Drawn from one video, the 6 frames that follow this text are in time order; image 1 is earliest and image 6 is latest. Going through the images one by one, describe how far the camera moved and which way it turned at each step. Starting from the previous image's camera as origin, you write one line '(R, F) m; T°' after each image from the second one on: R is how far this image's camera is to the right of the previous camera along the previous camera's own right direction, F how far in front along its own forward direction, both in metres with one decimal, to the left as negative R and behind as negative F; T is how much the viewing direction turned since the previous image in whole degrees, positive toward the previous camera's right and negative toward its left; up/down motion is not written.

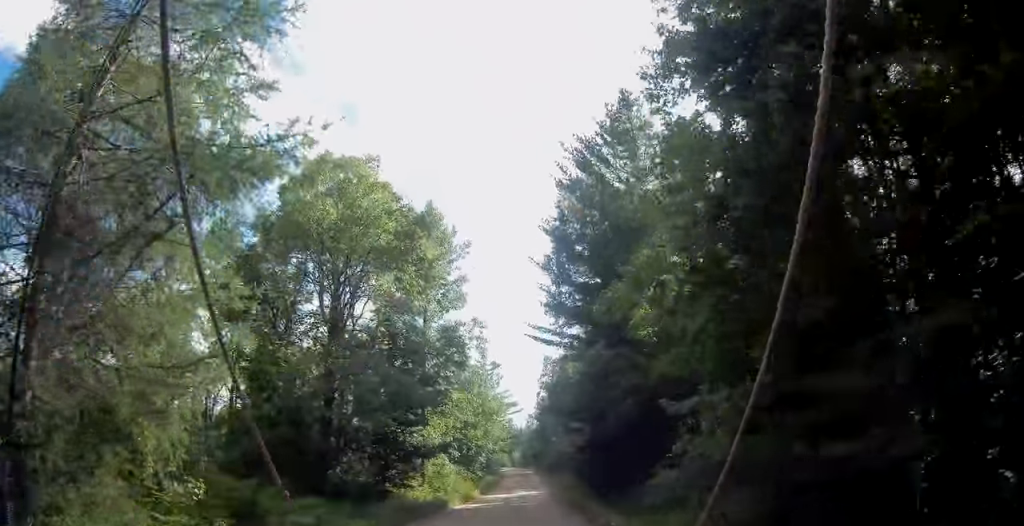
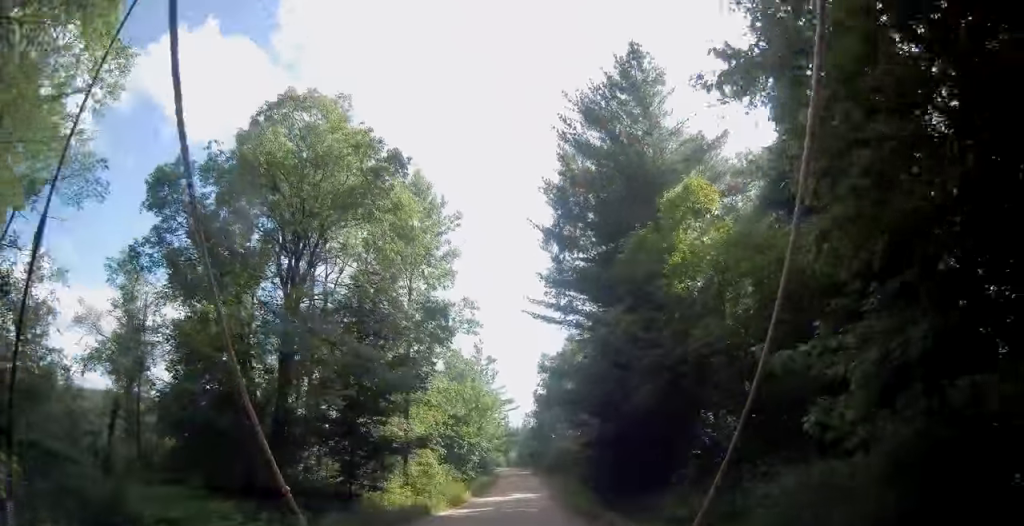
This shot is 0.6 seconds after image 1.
(0.0, +4.4) m; +1°
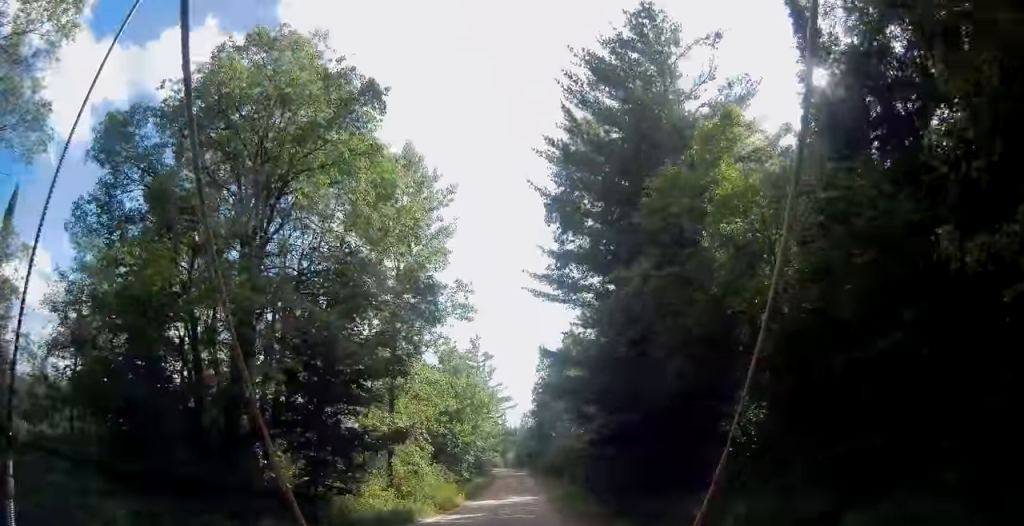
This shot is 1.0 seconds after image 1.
(0.0, +3.4) m; +1°
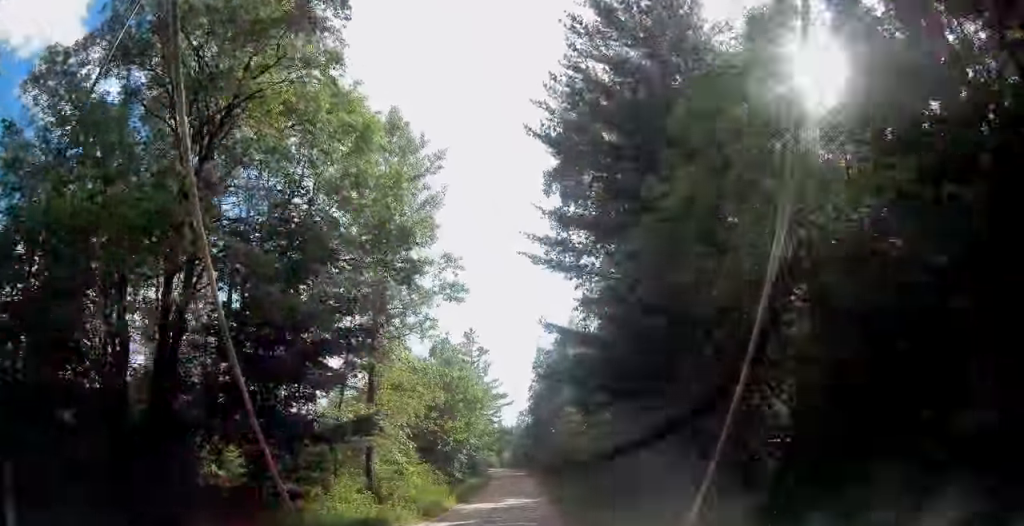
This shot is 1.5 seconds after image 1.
(+0.1, +3.4) m; 0°
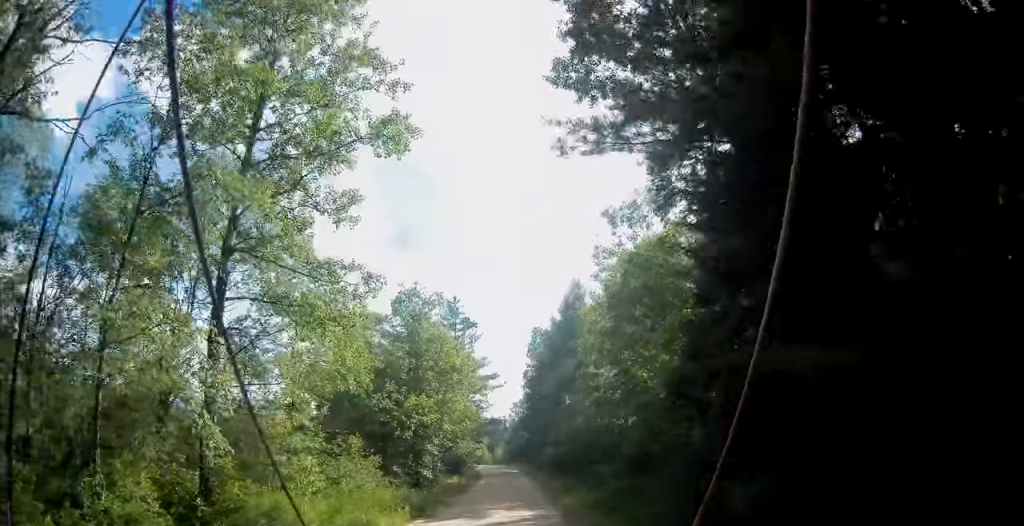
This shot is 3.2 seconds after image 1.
(+0.3, +12.6) m; +4°
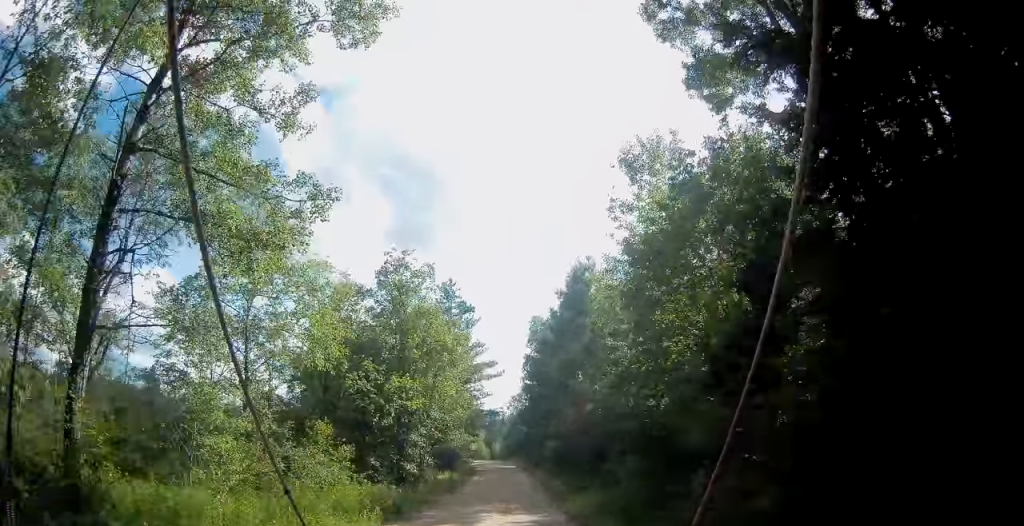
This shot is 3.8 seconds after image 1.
(+0.2, +4.0) m; +1°
